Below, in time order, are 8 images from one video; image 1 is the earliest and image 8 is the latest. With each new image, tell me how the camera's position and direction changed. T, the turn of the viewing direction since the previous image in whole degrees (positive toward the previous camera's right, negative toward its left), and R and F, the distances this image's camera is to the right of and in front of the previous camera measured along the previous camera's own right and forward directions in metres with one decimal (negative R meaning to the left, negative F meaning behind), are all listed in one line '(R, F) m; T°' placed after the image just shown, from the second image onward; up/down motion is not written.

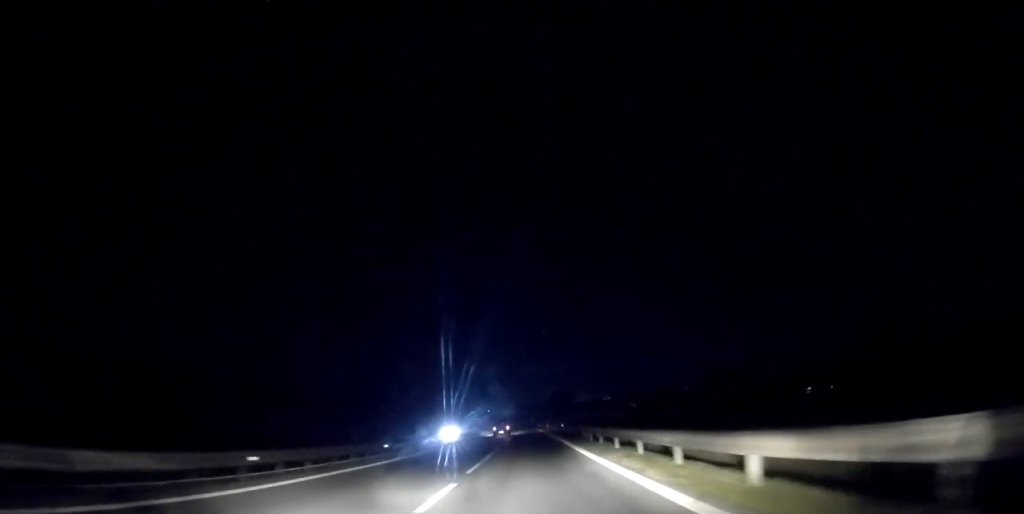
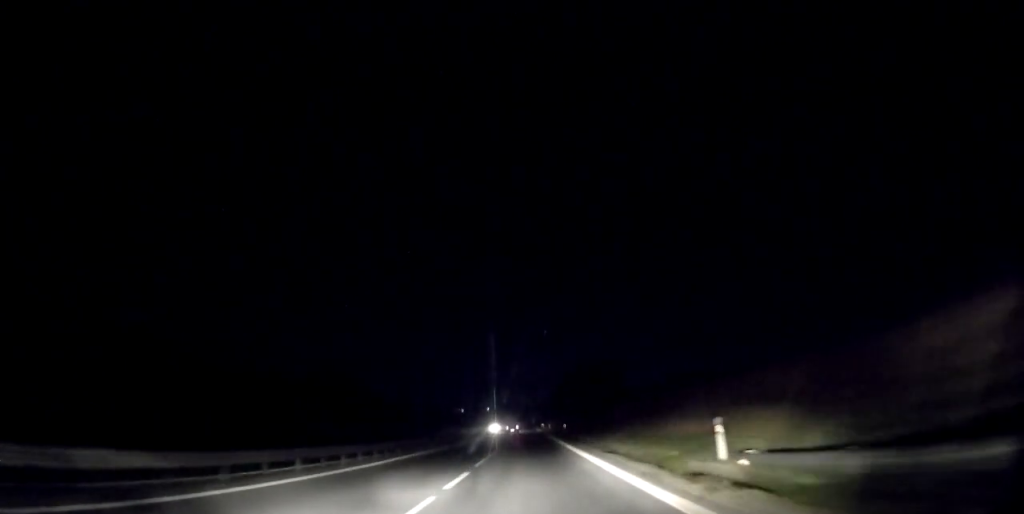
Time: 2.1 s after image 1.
(+0.4, +57.2) m; 0°
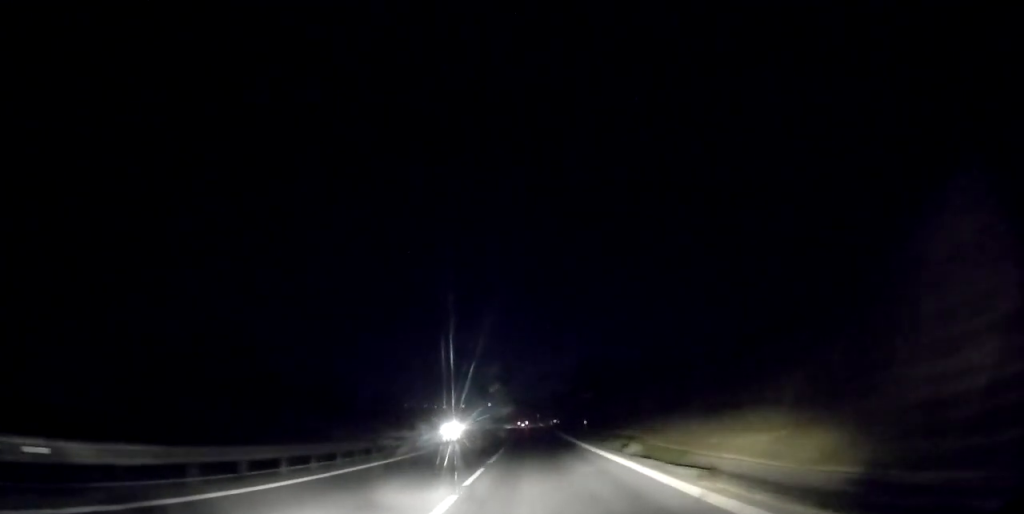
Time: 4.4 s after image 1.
(-0.7, +65.4) m; 0°
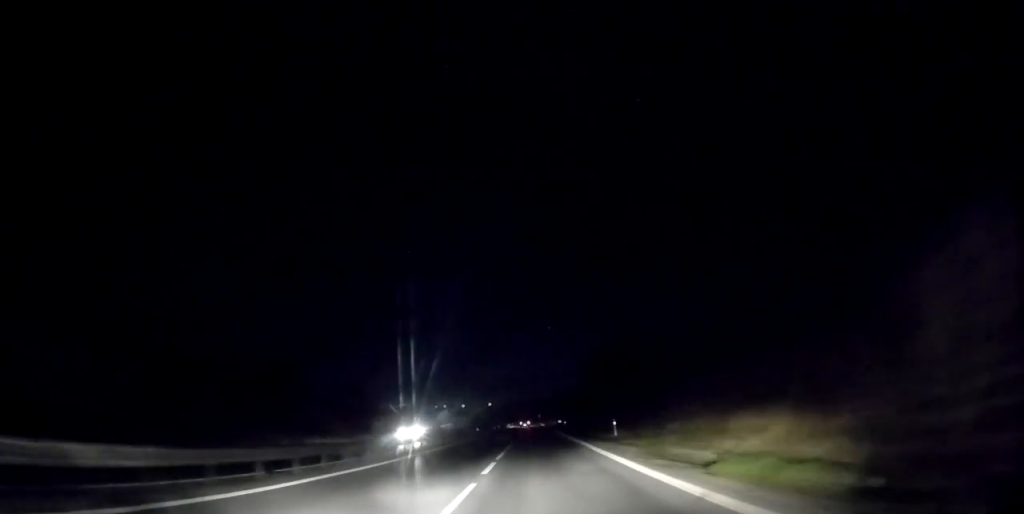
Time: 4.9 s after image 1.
(0.0, +15.5) m; 0°
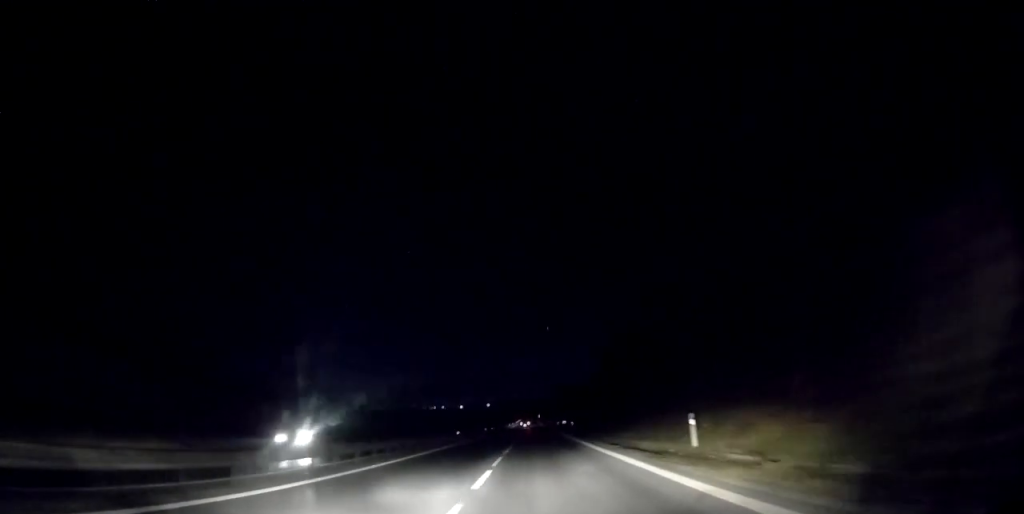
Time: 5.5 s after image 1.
(+0.1, +15.1) m; 0°
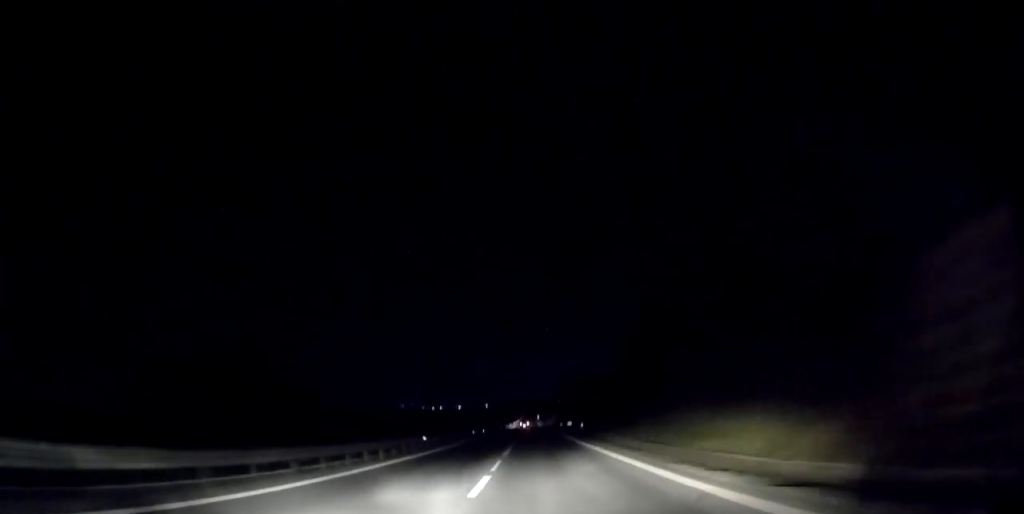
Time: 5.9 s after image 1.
(0.0, +13.2) m; 0°
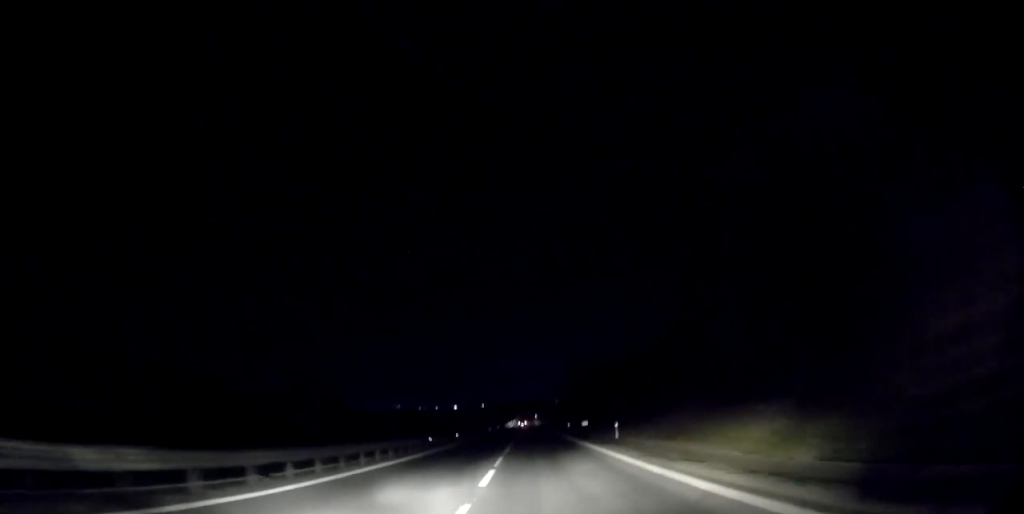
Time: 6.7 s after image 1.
(0.0, +22.2) m; 0°
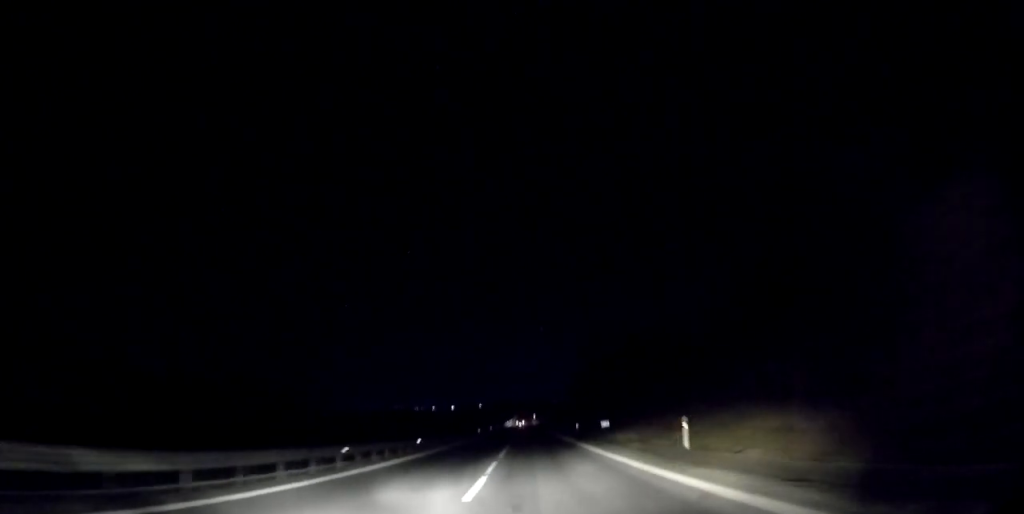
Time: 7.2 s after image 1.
(-0.2, +14.6) m; 0°
